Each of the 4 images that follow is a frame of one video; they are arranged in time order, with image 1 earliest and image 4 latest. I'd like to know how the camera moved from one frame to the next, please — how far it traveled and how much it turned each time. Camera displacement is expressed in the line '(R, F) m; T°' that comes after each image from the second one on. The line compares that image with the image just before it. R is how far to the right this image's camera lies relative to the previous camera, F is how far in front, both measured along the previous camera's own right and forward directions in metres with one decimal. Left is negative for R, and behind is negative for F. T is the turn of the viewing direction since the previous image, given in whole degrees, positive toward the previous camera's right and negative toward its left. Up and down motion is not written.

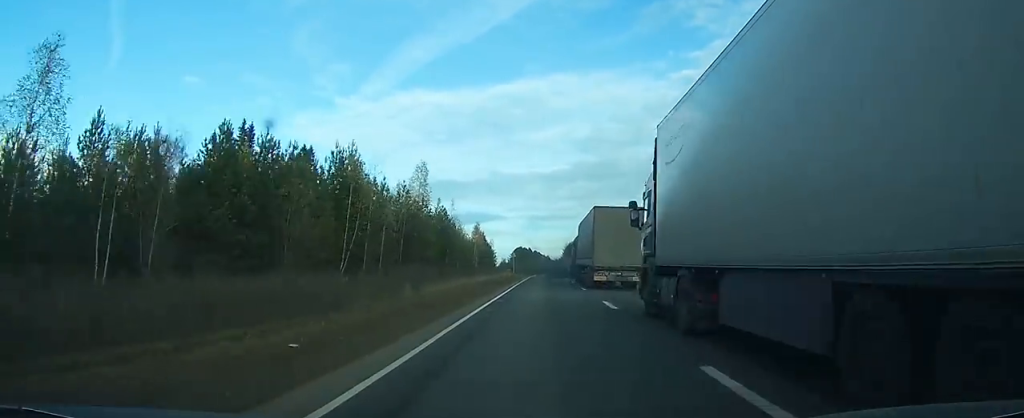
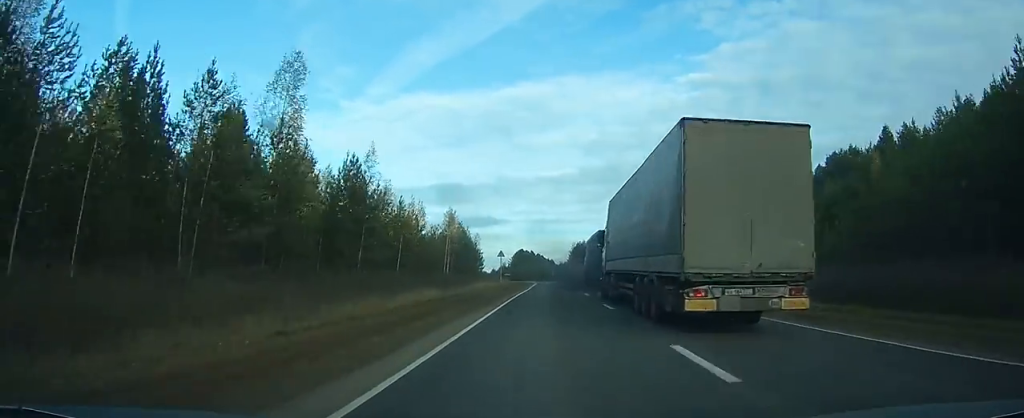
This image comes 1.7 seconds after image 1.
(0.0, +35.2) m; 0°
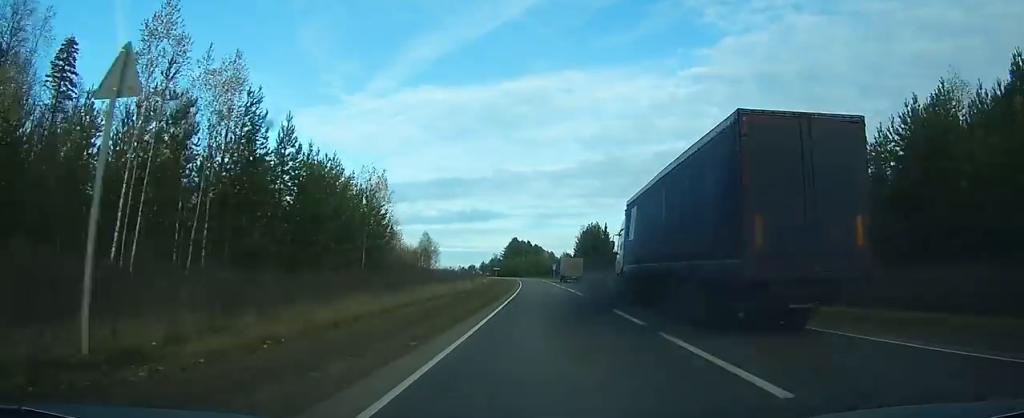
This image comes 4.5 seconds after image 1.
(+0.3, +59.5) m; 0°
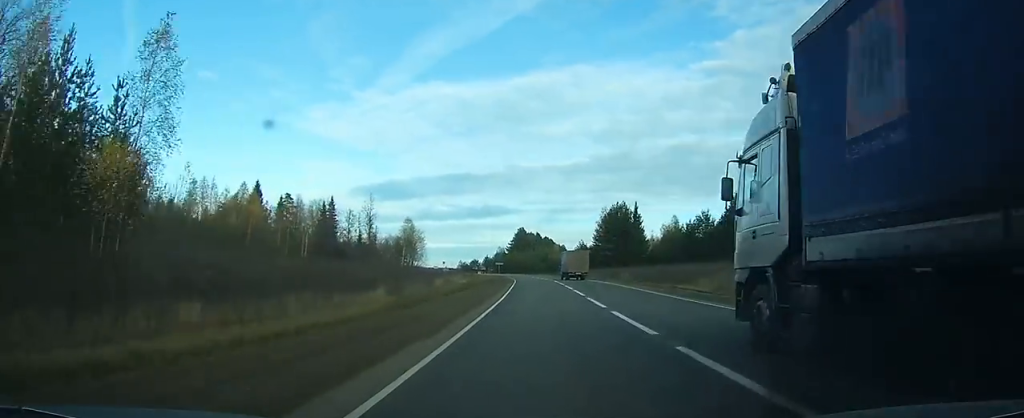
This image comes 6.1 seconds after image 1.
(-0.1, +34.5) m; -1°
